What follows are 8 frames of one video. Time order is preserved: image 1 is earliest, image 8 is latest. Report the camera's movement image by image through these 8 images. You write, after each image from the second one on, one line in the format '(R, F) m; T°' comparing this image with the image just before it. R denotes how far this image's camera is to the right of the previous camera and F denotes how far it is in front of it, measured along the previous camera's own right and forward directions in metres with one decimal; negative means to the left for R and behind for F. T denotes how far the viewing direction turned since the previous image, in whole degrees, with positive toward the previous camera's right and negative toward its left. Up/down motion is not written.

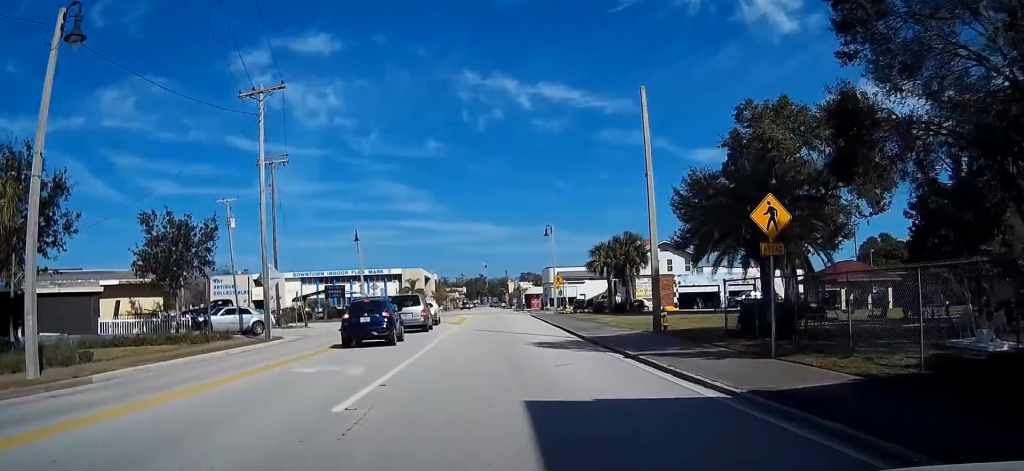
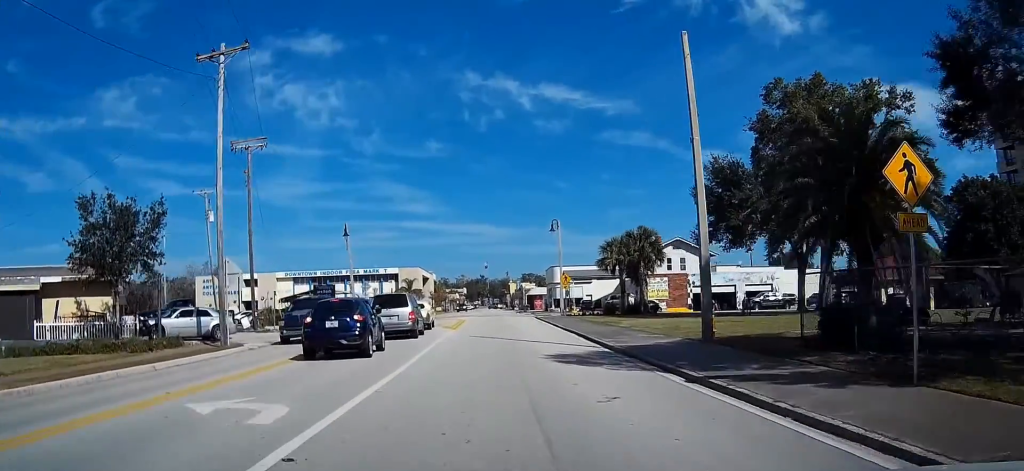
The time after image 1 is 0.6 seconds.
(0.0, +5.7) m; 0°
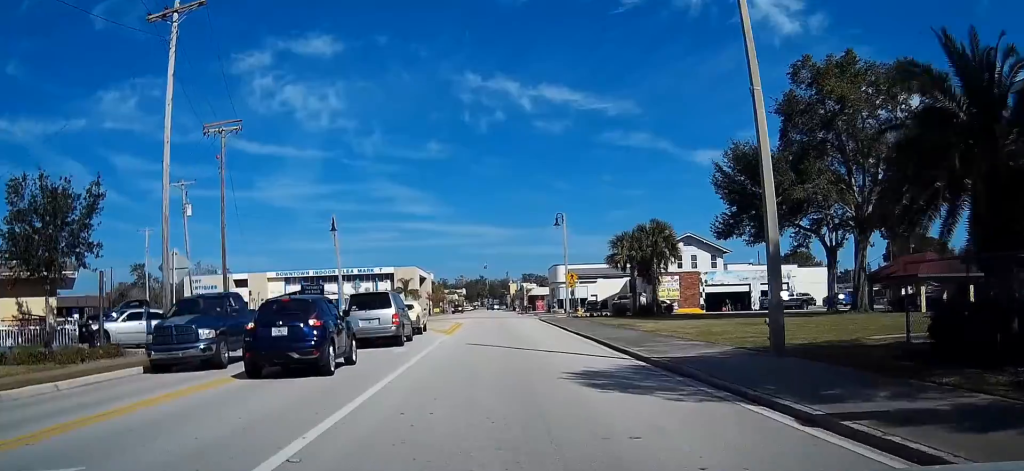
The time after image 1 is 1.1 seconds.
(0.0, +4.9) m; 0°
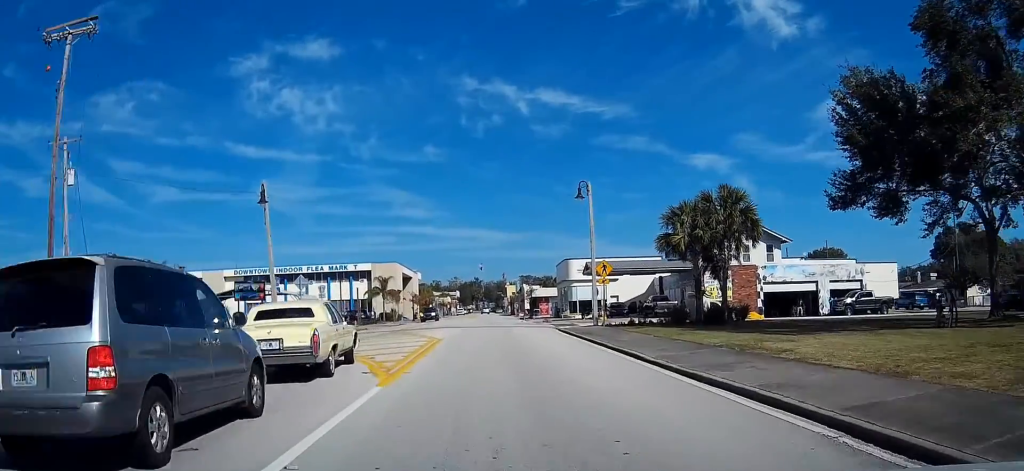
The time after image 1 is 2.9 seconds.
(-0.3, +17.8) m; -2°
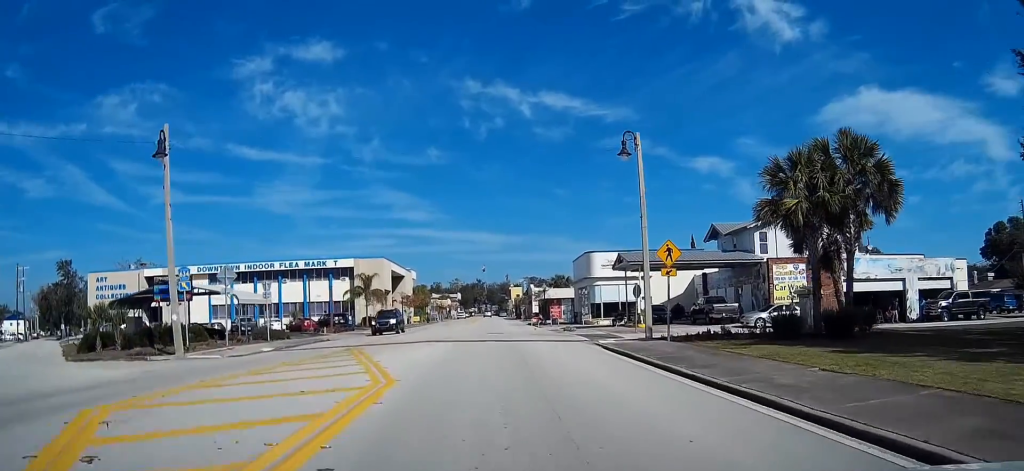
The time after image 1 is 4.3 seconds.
(-0.1, +14.8) m; 0°
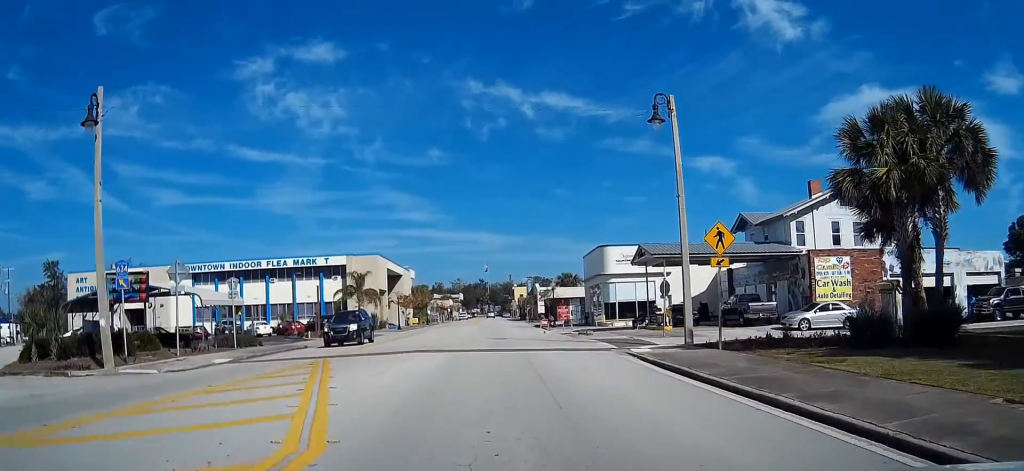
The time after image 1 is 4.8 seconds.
(0.0, +6.1) m; 0°
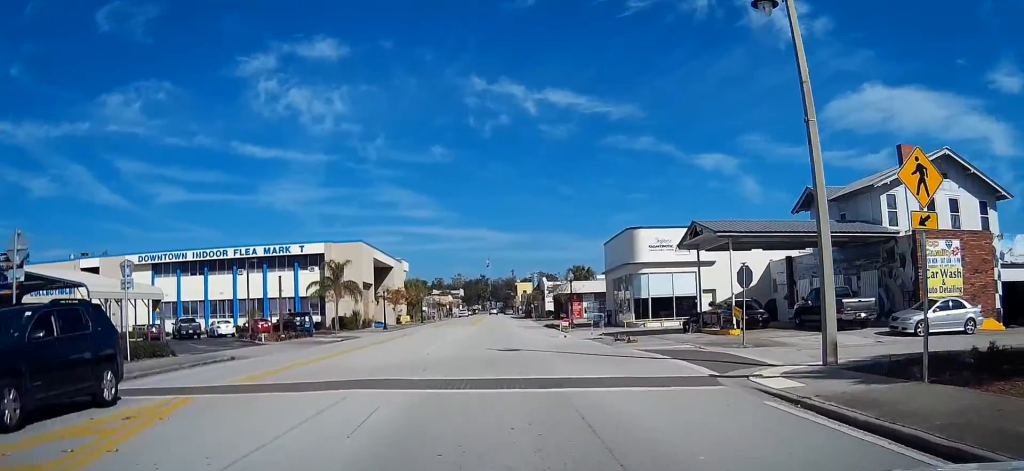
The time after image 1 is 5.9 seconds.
(+0.1, +11.4) m; 0°
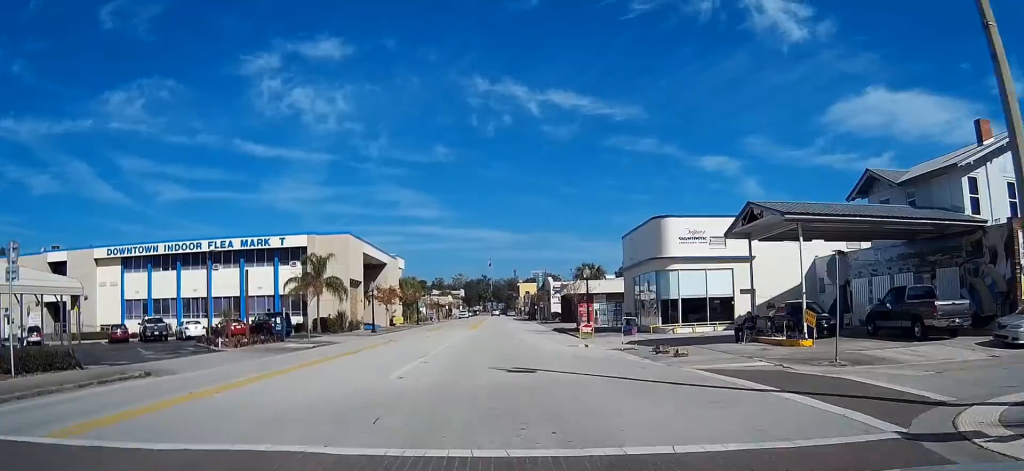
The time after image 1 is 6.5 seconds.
(-0.1, +7.1) m; 0°
